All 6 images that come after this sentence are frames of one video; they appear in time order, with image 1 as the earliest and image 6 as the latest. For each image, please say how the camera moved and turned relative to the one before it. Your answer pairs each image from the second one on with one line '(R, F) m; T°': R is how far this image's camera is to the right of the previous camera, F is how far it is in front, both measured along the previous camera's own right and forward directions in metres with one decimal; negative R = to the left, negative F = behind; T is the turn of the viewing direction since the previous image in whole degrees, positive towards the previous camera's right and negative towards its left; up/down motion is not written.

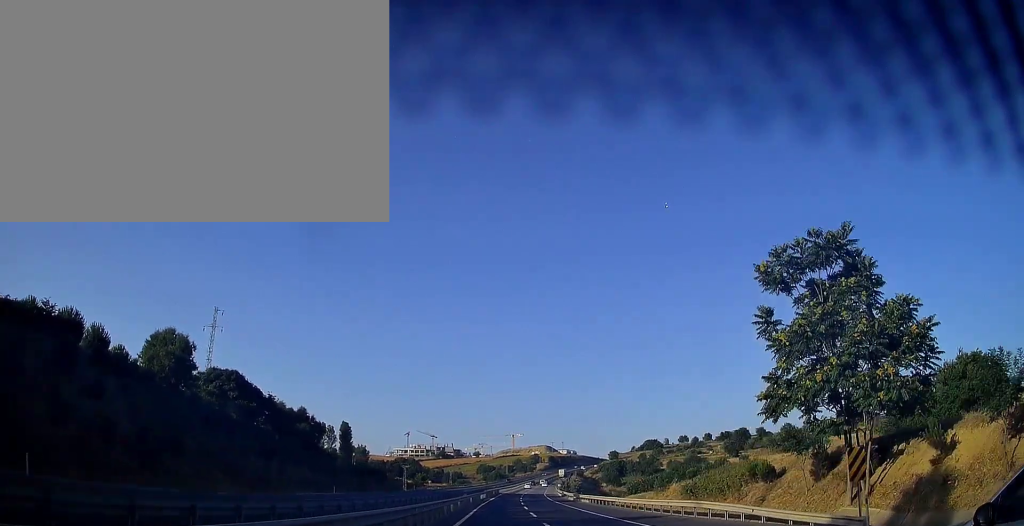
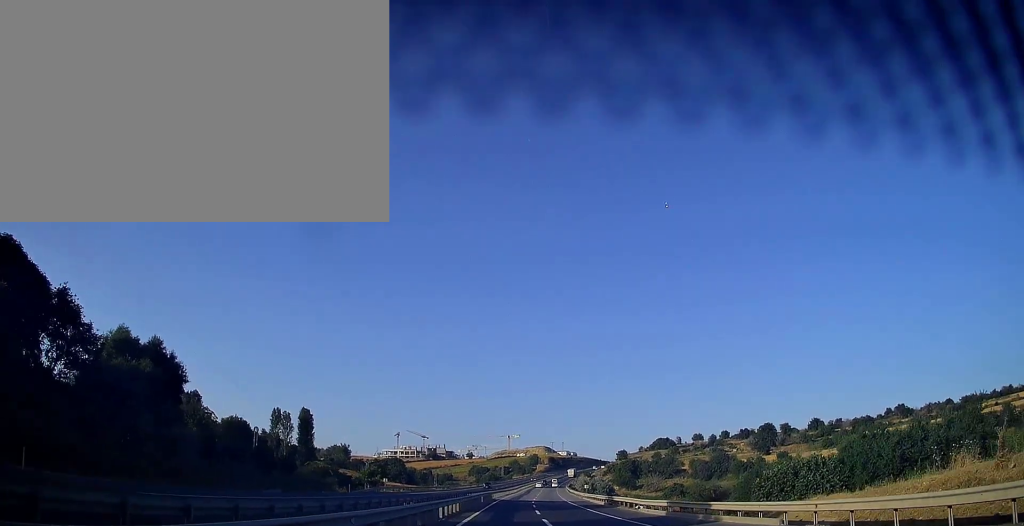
(+0.2, +44.4) m; 0°
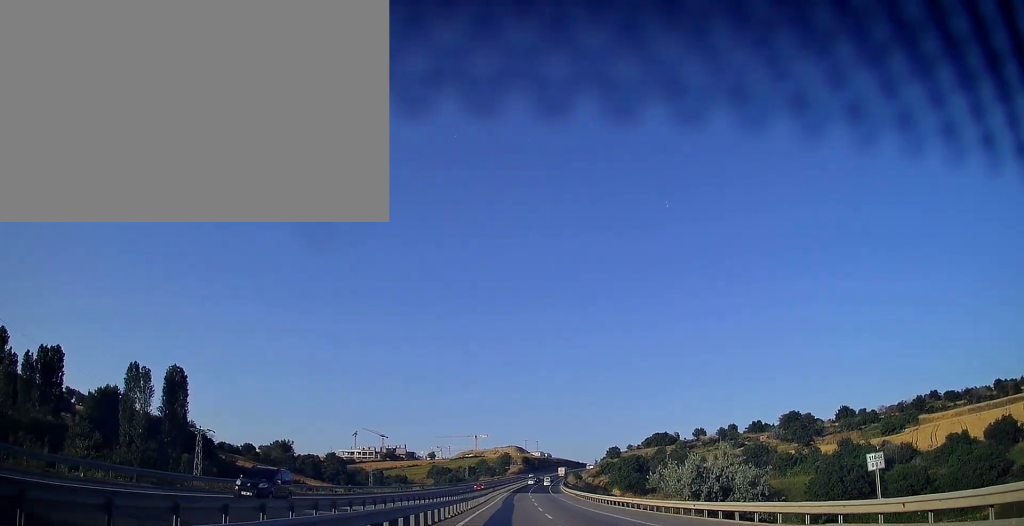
(+1.2, +66.1) m; +3°
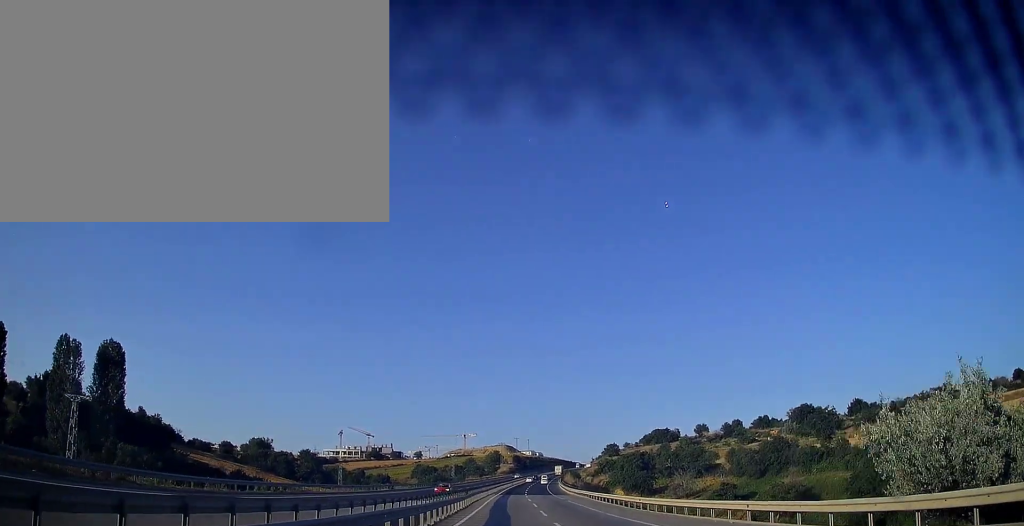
(+0.4, +20.5) m; +1°
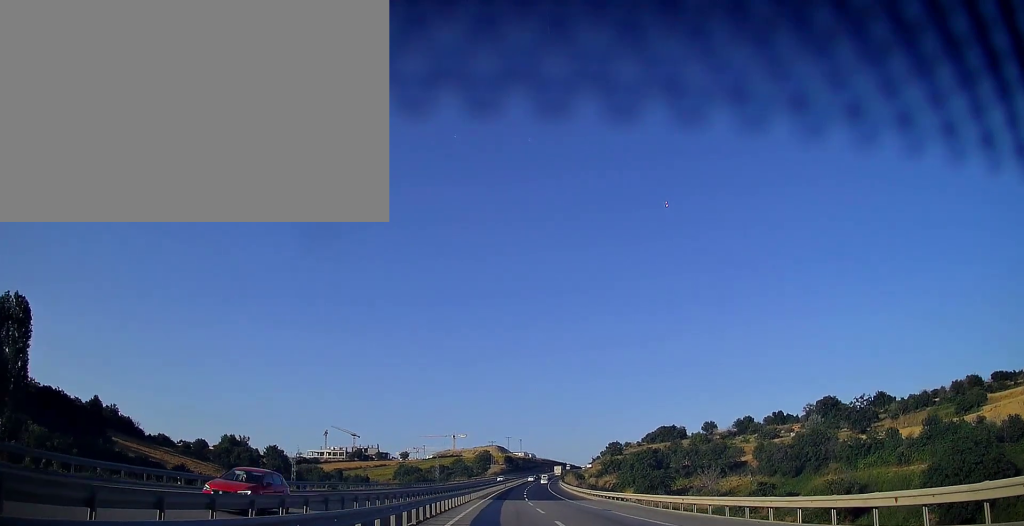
(+0.3, +27.7) m; +1°
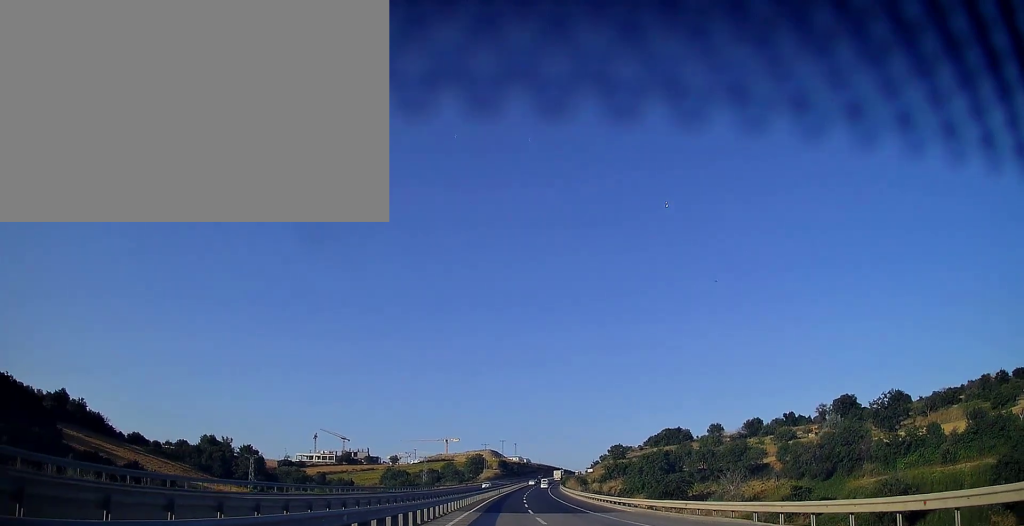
(-0.1, +16.4) m; 0°
